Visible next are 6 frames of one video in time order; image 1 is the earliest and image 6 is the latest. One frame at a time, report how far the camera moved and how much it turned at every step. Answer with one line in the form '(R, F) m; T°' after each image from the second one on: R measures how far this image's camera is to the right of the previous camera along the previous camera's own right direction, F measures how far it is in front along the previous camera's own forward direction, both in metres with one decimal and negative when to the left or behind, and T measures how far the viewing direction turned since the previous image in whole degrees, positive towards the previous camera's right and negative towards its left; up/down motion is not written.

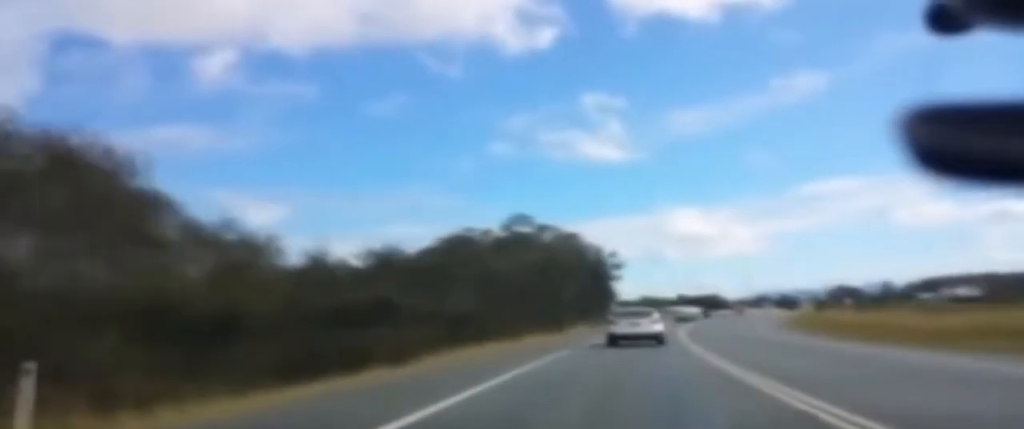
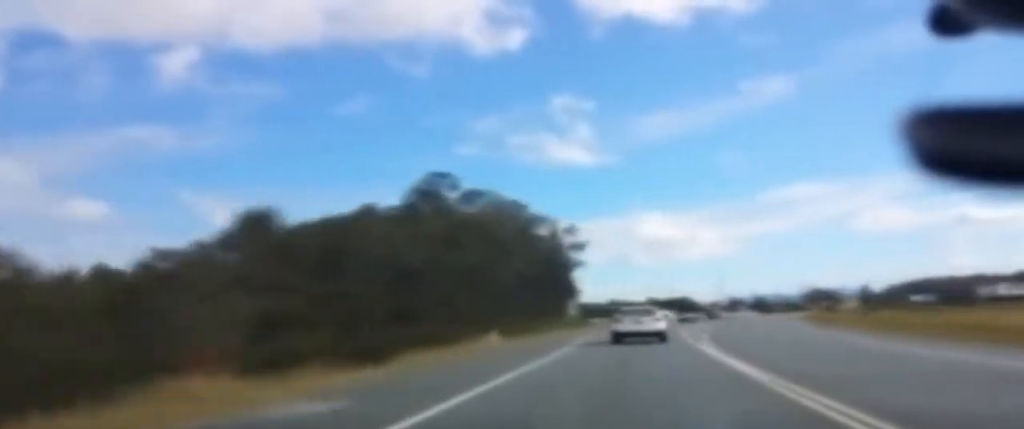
(+1.2, +33.9) m; +3°
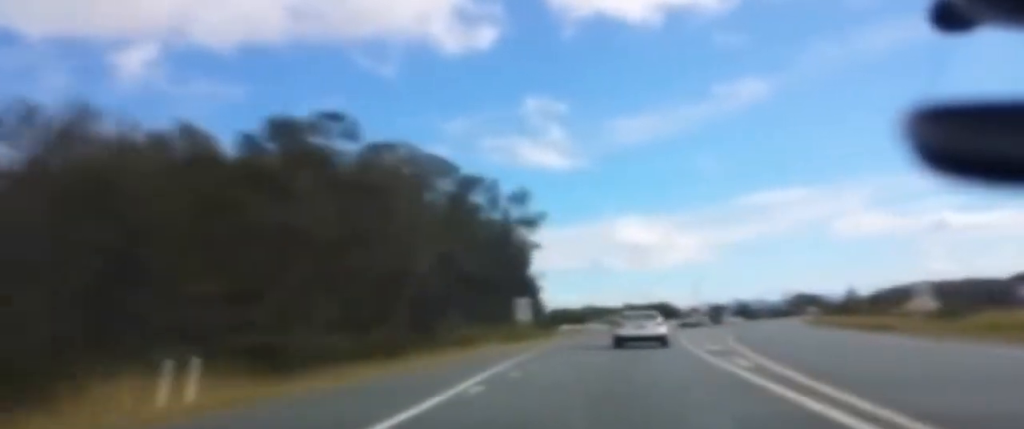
(+0.3, +22.9) m; +1°
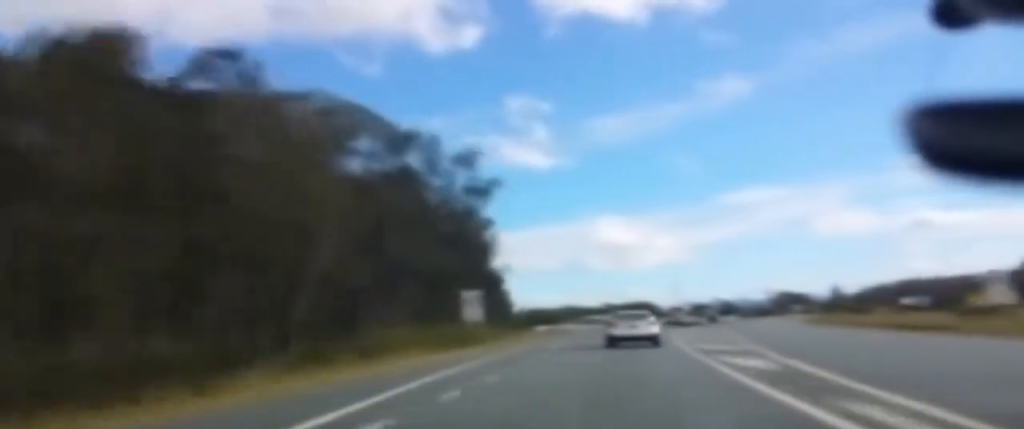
(+0.1, +12.8) m; 0°
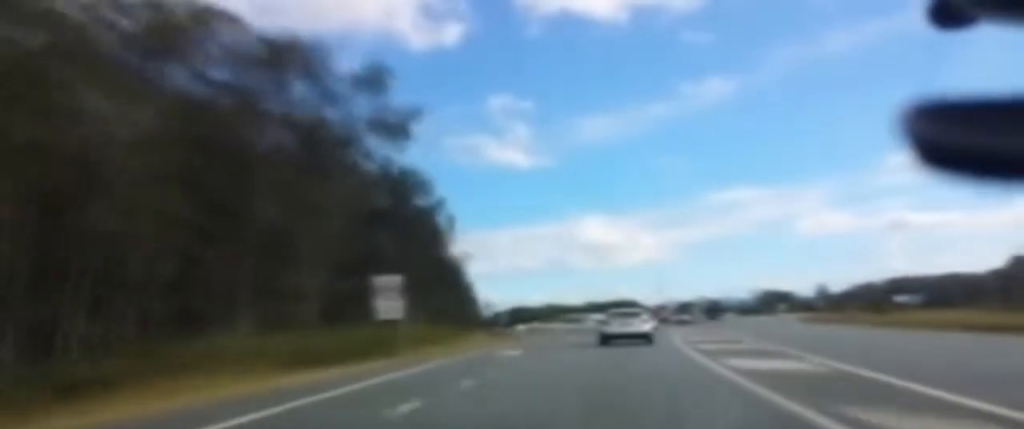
(+0.1, +13.5) m; 0°
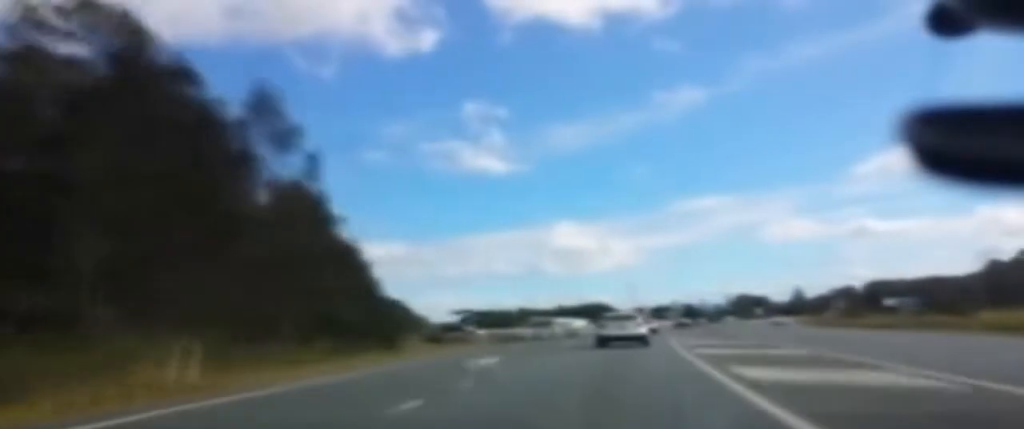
(0.0, +27.4) m; 0°
